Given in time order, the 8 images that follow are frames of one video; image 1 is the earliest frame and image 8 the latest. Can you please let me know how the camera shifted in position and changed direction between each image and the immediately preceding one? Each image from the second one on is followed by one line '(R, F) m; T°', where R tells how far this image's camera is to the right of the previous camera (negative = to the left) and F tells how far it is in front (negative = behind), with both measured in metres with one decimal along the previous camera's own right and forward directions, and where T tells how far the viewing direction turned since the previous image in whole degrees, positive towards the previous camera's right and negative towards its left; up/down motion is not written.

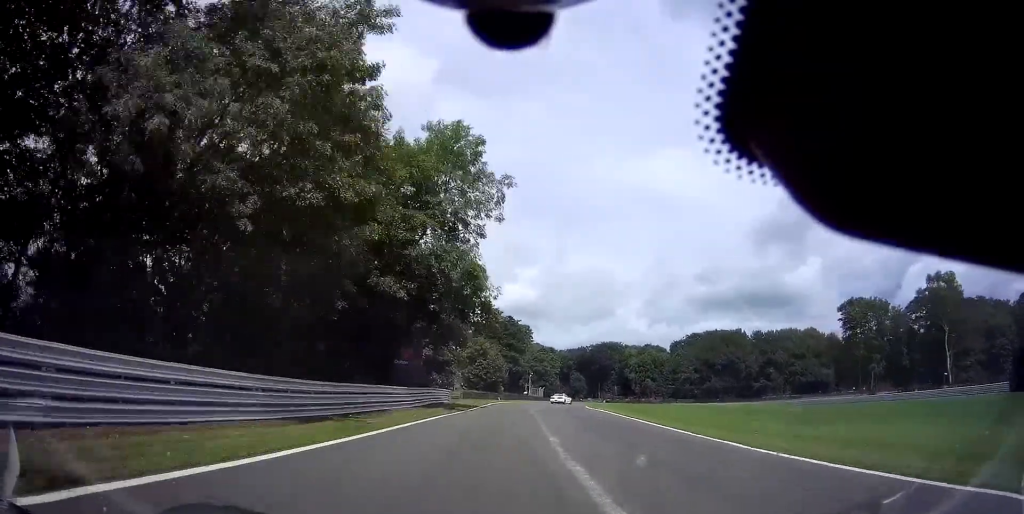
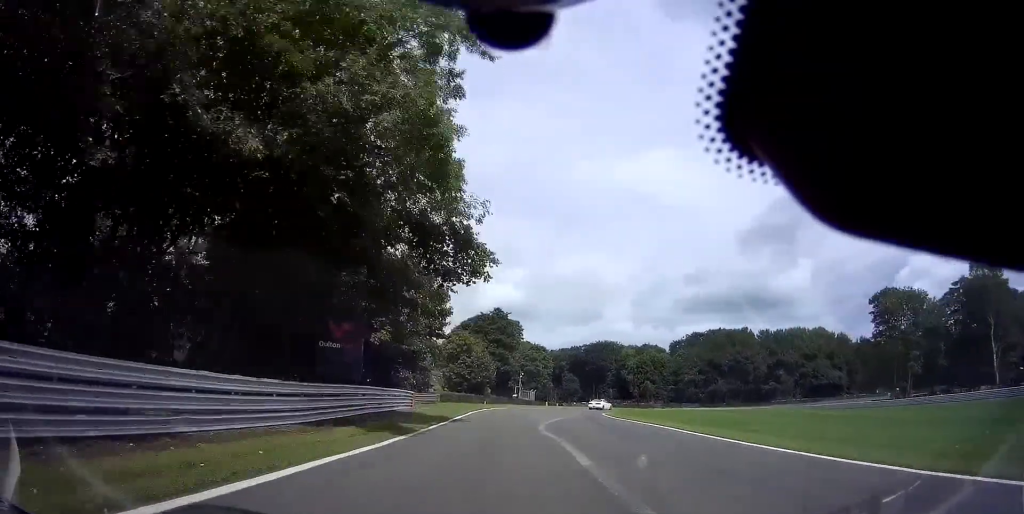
(+0.1, +14.4) m; +2°
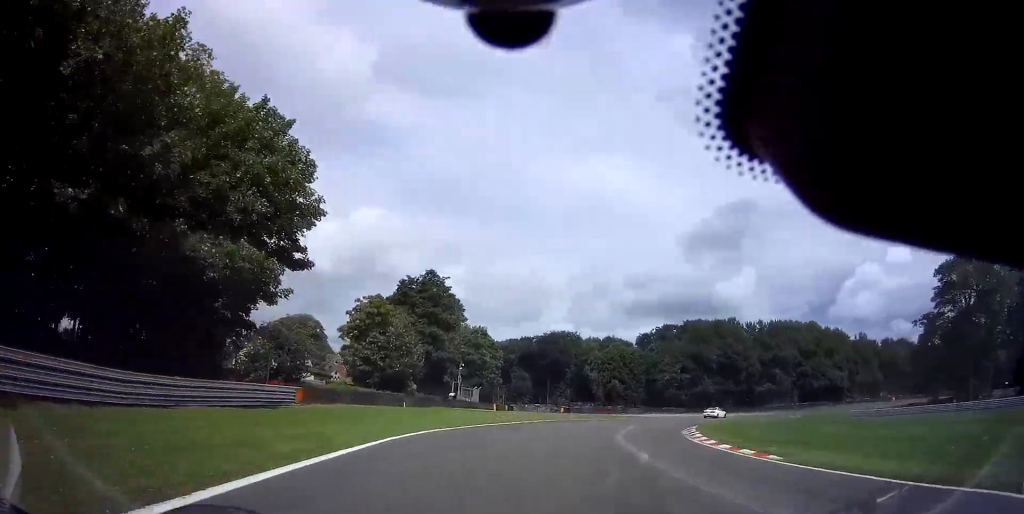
(+1.2, +31.9) m; +9°
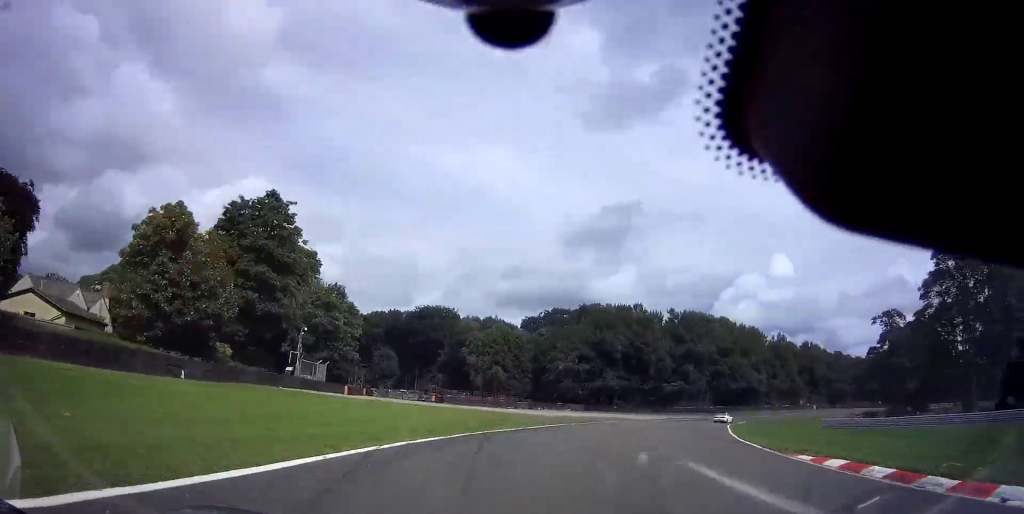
(+2.0, +21.7) m; +13°
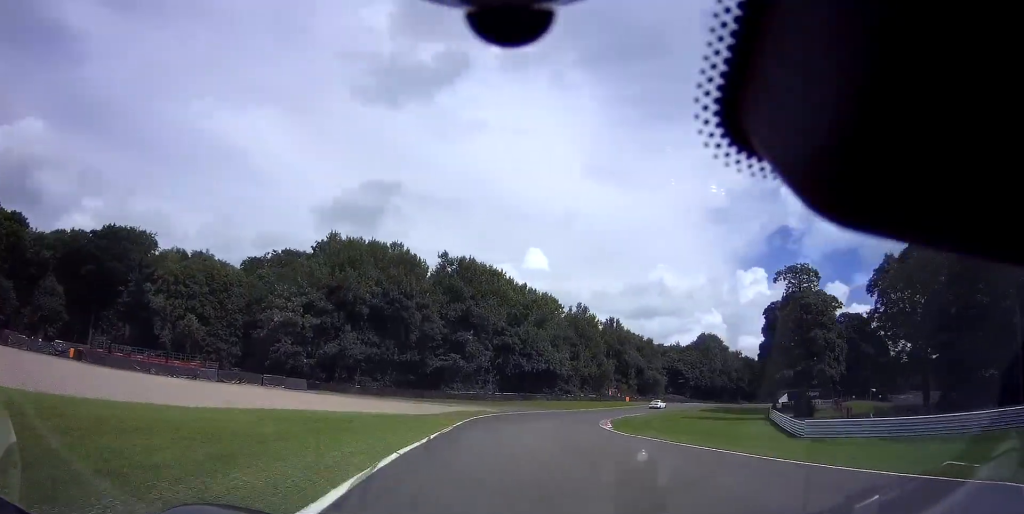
(+7.6, +35.7) m; +26°
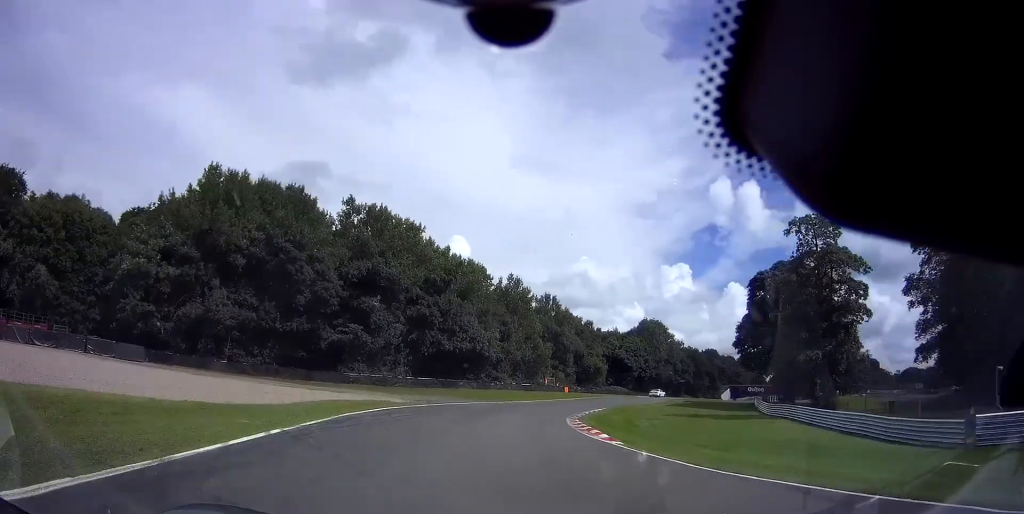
(+2.0, +17.3) m; +9°
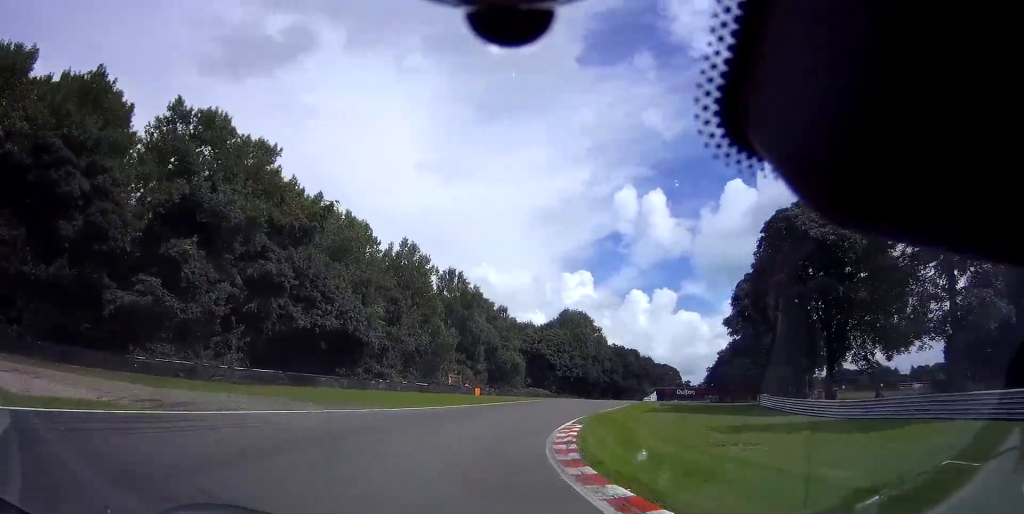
(+2.5, +23.8) m; +11°
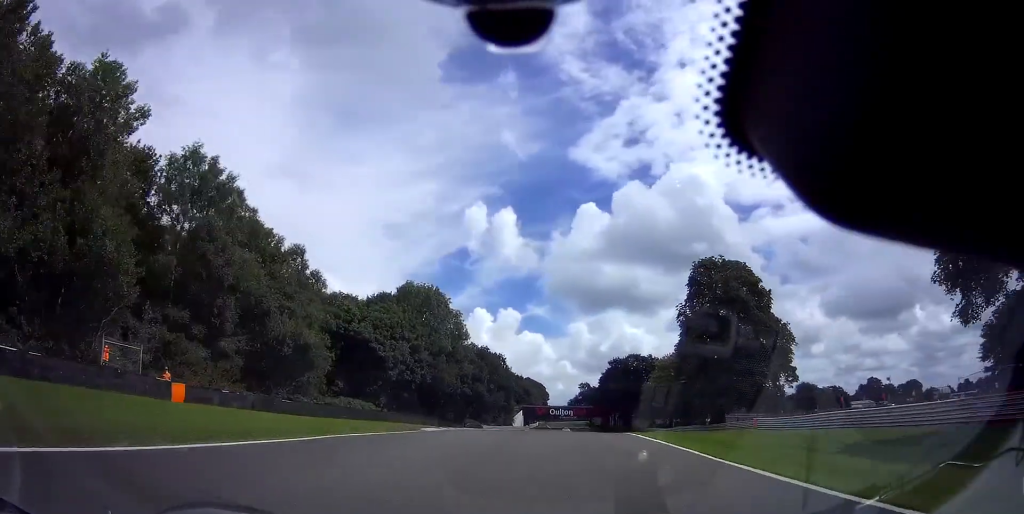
(+5.4, +41.3) m; +15°
